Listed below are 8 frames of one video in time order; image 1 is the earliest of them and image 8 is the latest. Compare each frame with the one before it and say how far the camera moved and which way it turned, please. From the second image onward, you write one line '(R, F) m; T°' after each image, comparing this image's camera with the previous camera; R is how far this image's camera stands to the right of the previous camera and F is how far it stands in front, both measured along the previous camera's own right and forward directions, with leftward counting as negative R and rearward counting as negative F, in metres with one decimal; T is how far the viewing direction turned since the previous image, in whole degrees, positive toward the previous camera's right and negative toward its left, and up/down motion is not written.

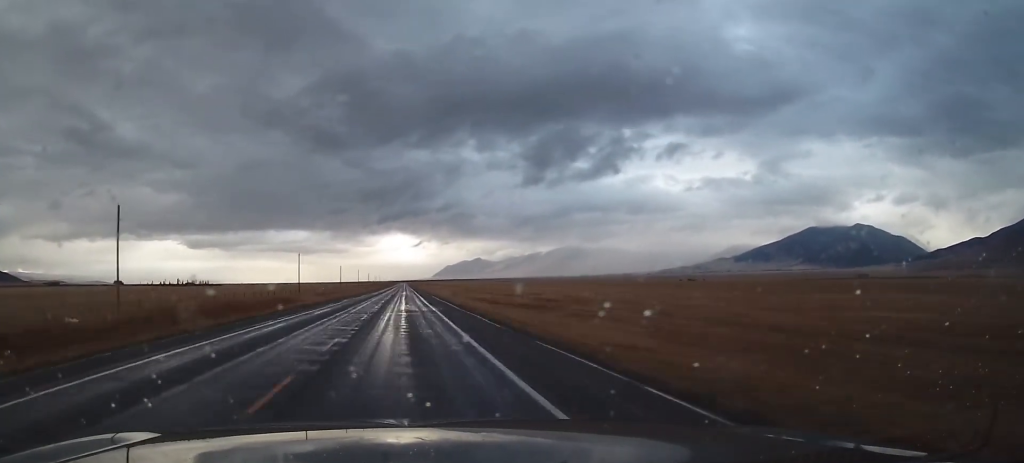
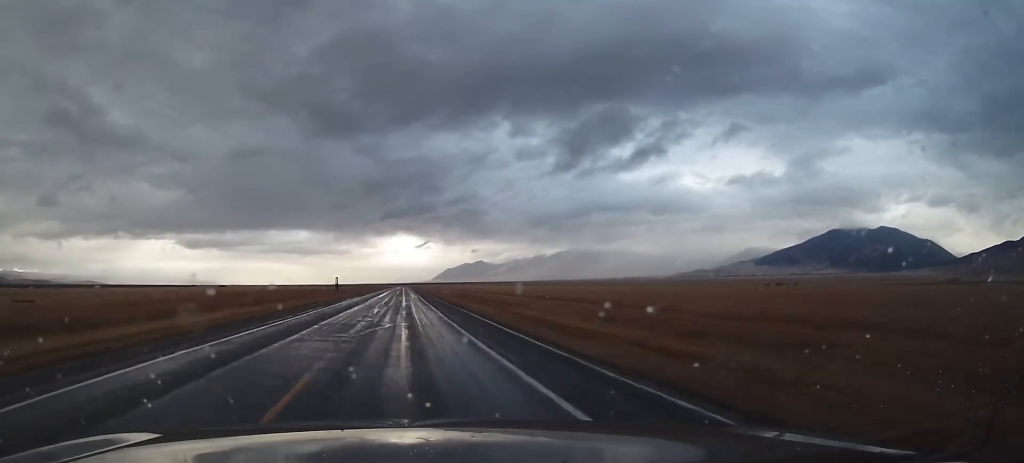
(-0.8, +664.9) m; 0°
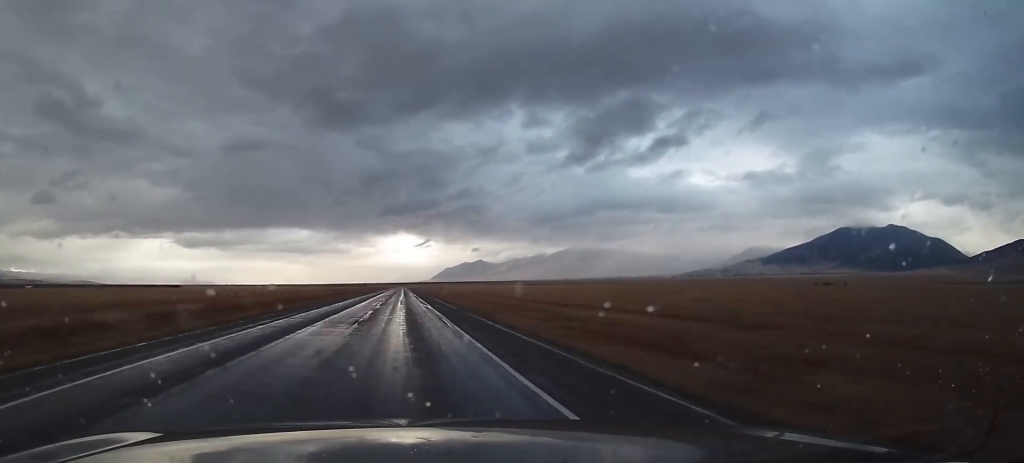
(-0.1, +268.7) m; 0°
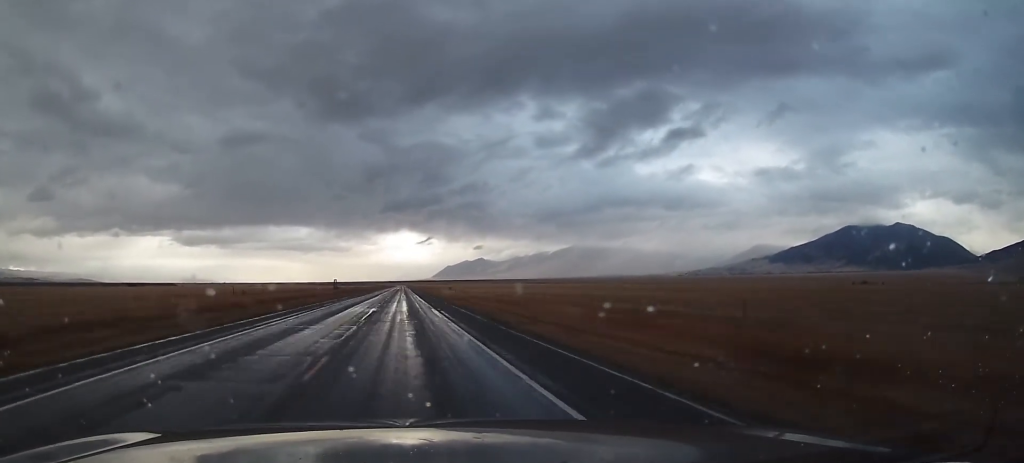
(-0.1, +166.5) m; 0°
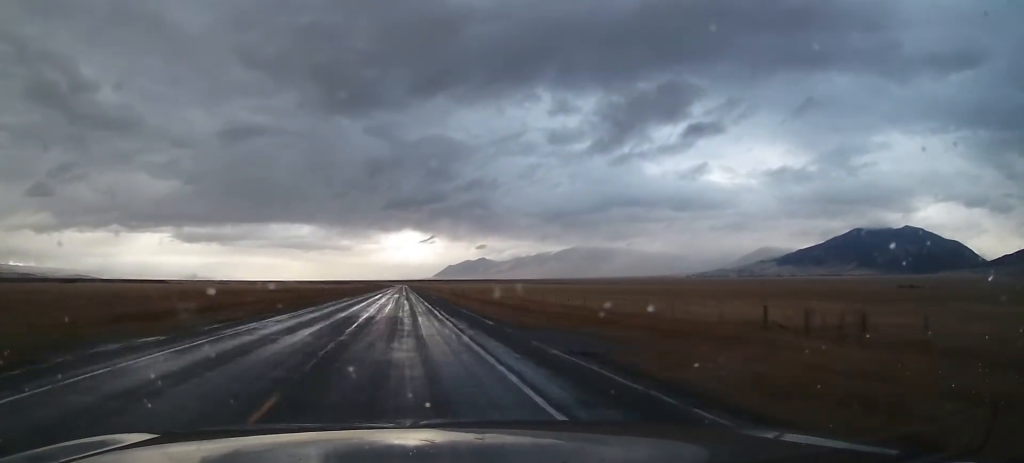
(-0.1, +188.5) m; 0°
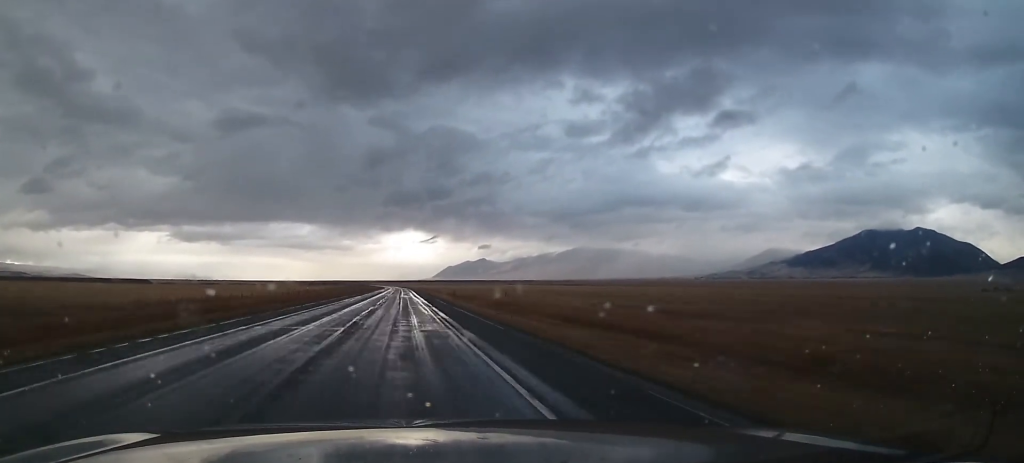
(-0.8, +284.7) m; -1°
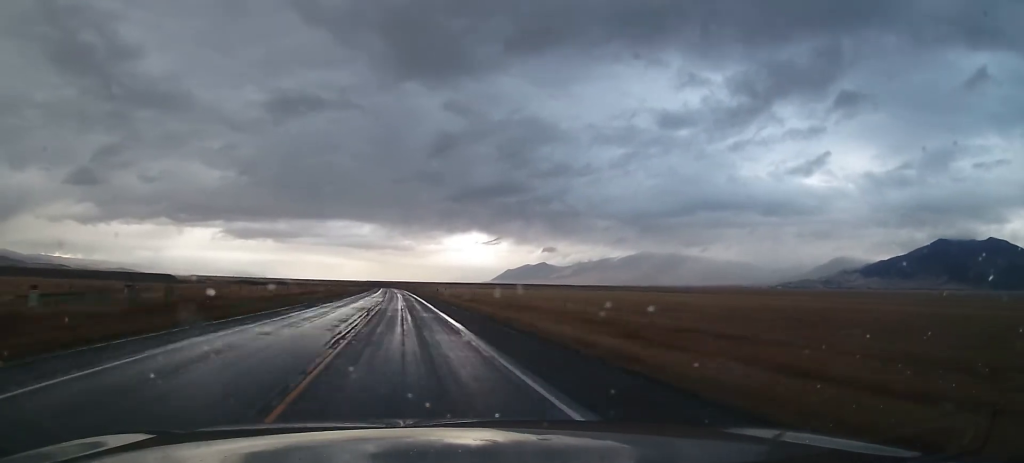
(-17.2, +467.2) m; -5°
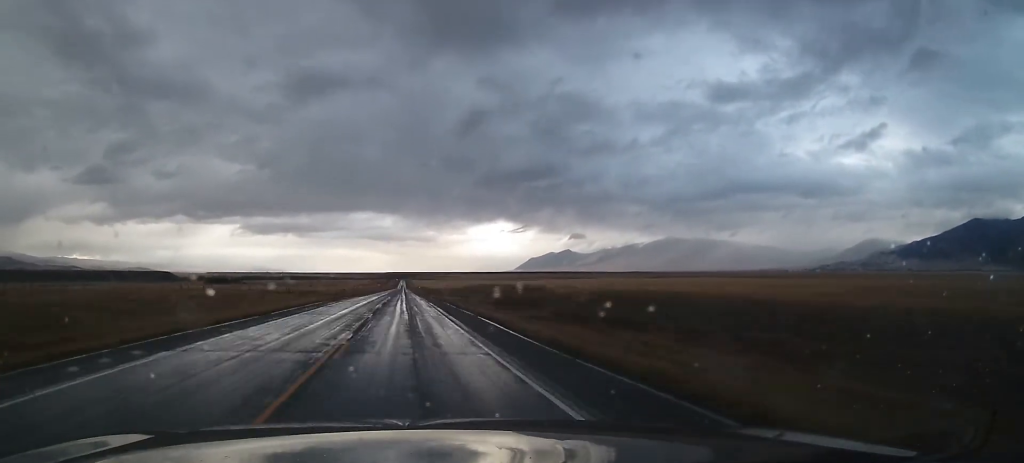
(-8.1, +342.6) m; -2°
